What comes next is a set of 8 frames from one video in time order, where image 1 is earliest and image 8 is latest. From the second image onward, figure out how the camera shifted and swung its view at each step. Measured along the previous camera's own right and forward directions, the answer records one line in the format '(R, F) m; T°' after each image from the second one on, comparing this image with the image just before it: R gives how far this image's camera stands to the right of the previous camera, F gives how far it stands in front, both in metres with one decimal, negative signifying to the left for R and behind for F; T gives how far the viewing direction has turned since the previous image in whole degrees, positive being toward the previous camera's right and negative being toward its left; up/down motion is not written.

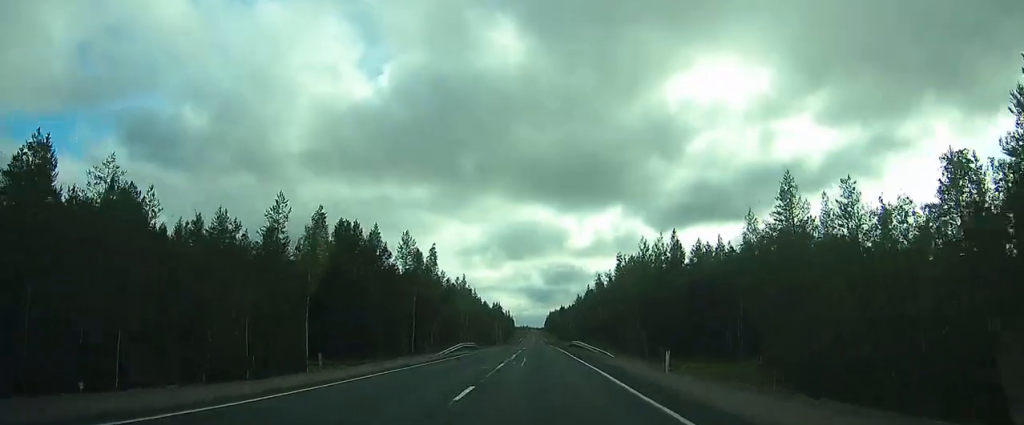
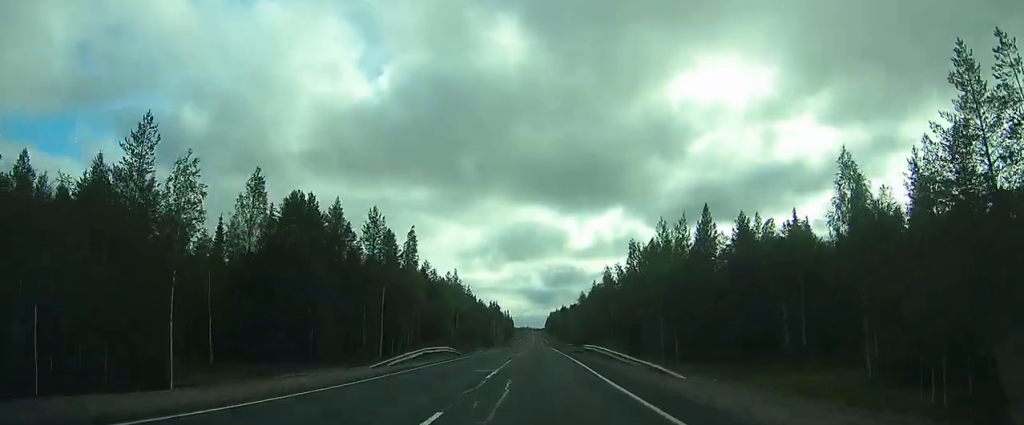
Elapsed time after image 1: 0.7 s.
(-0.1, +16.9) m; -1°
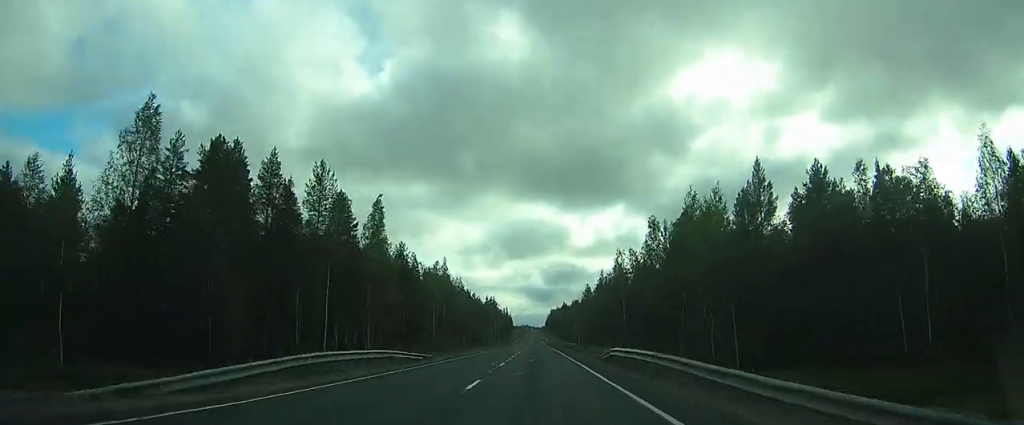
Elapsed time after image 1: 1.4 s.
(-0.2, +17.6) m; -1°
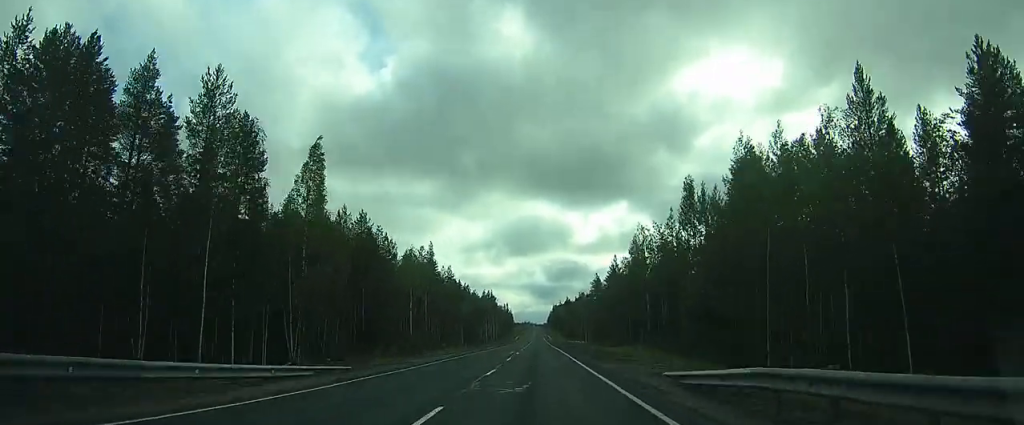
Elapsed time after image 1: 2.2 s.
(-0.5, +19.2) m; -1°
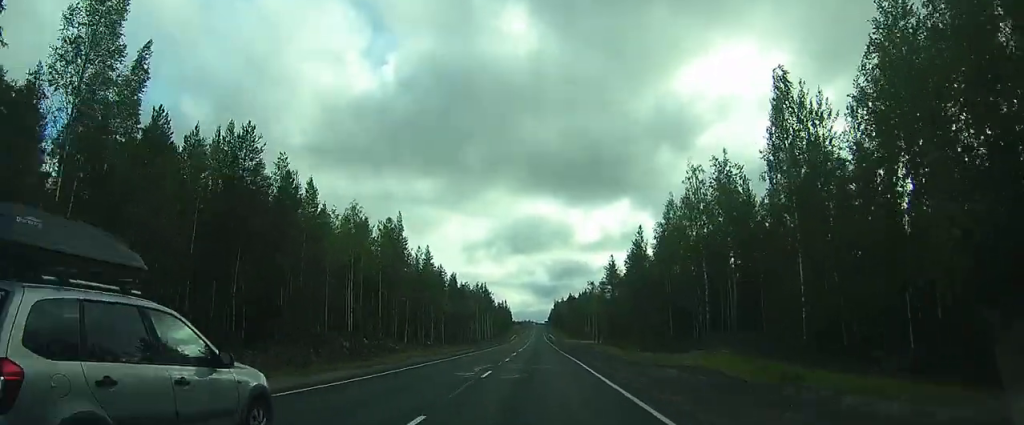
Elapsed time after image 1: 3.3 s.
(+0.5, +26.4) m; +1°
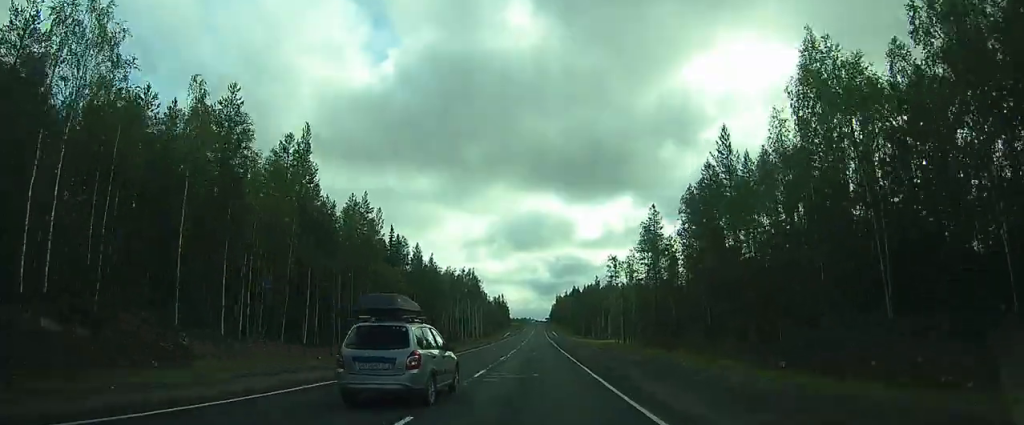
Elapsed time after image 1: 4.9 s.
(0.0, +37.3) m; 0°
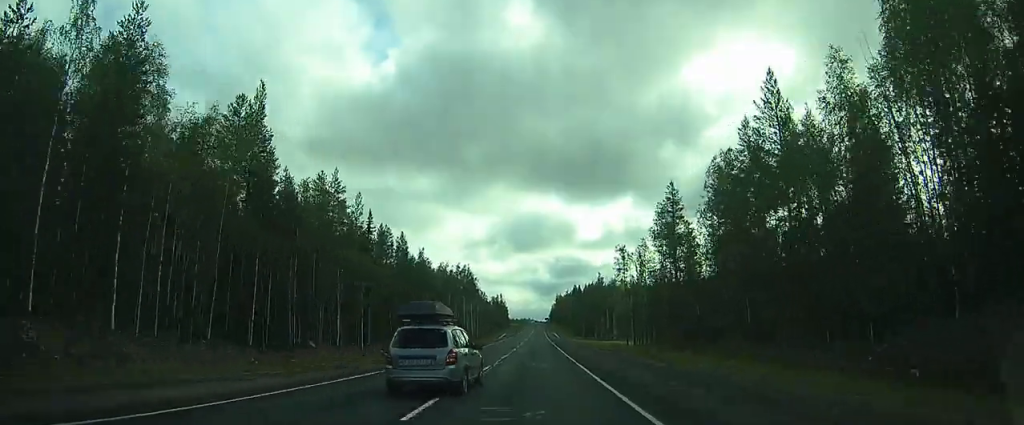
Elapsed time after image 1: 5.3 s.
(0.0, +9.5) m; 0°
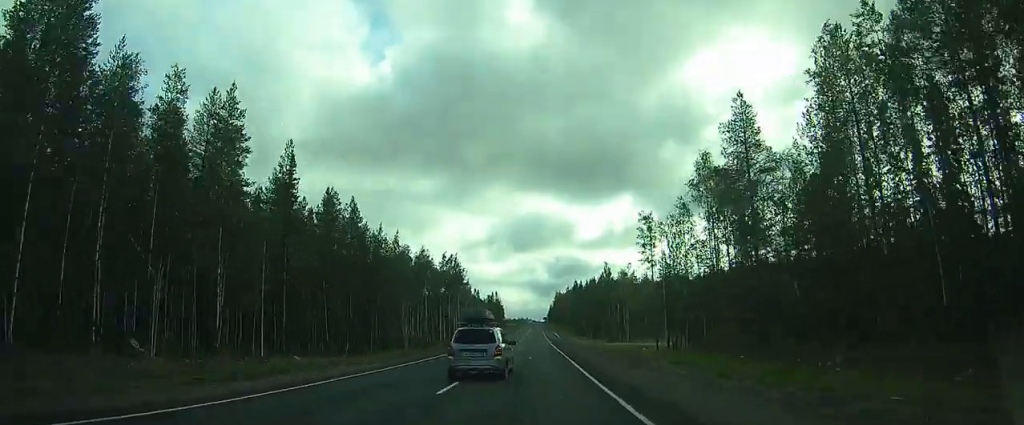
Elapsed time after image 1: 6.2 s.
(0.0, +20.4) m; 0°
